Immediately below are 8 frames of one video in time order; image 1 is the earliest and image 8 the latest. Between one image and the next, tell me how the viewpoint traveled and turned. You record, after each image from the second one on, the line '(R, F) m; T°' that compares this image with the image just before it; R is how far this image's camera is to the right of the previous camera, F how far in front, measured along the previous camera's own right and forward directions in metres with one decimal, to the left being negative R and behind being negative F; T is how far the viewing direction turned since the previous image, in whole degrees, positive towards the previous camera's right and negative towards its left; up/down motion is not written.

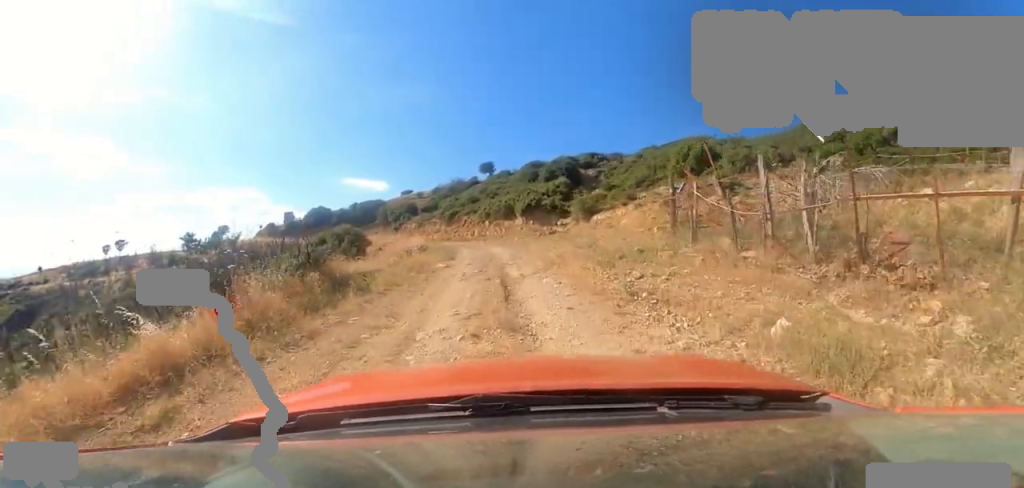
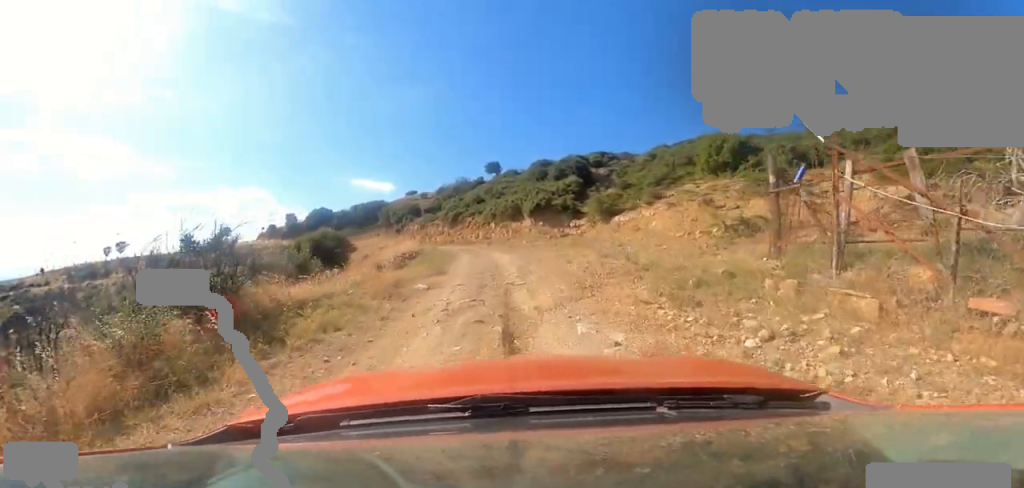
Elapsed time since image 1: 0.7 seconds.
(-0.5, +3.5) m; +6°
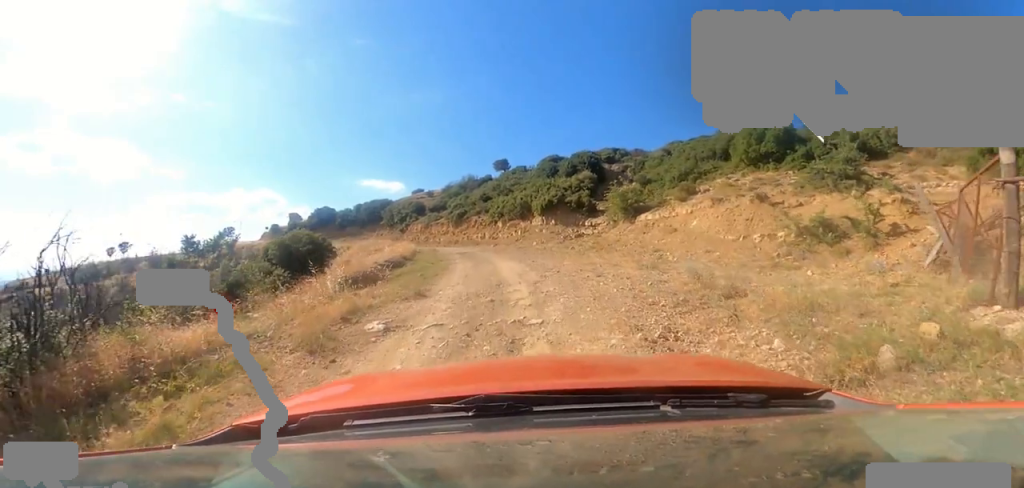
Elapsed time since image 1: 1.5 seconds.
(+1.1, +3.9) m; 0°
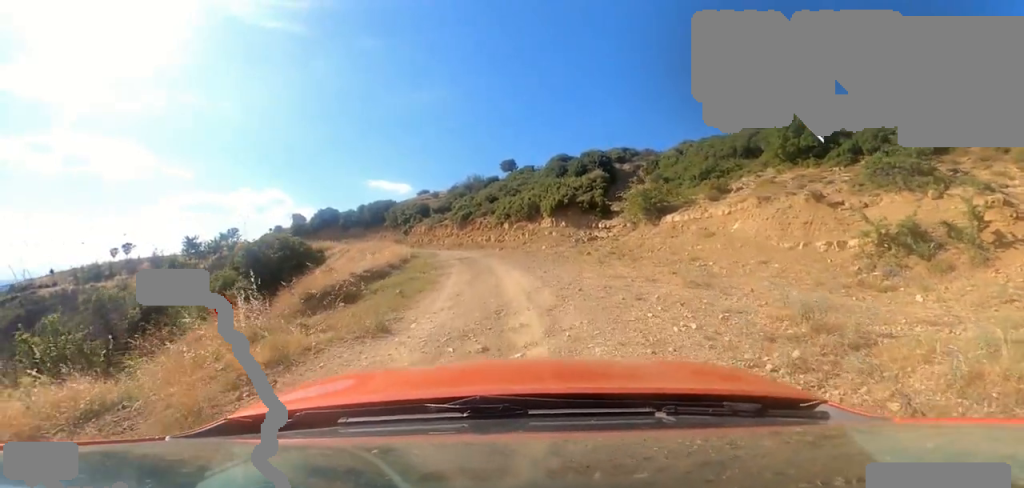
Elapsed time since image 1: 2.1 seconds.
(-0.4, +2.7) m; -10°
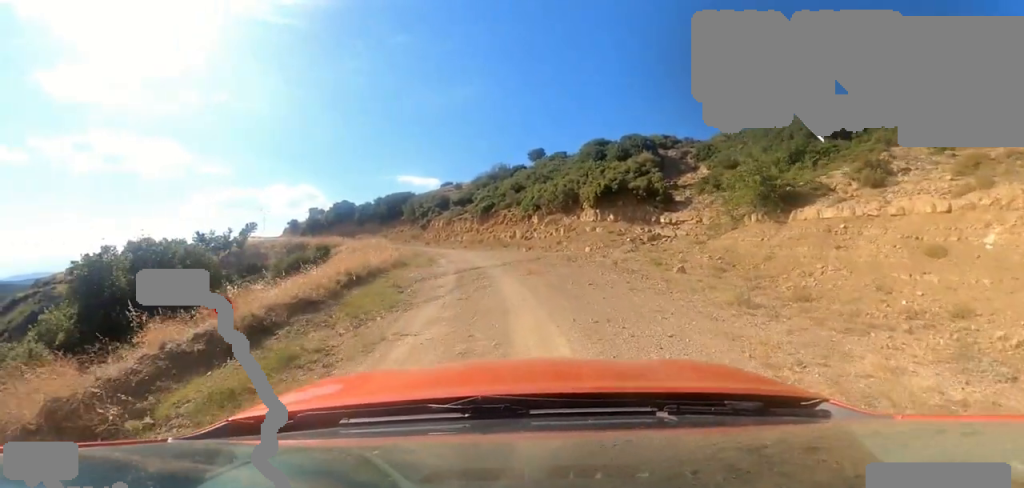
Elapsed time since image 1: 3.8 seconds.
(-1.3, +6.8) m; -12°
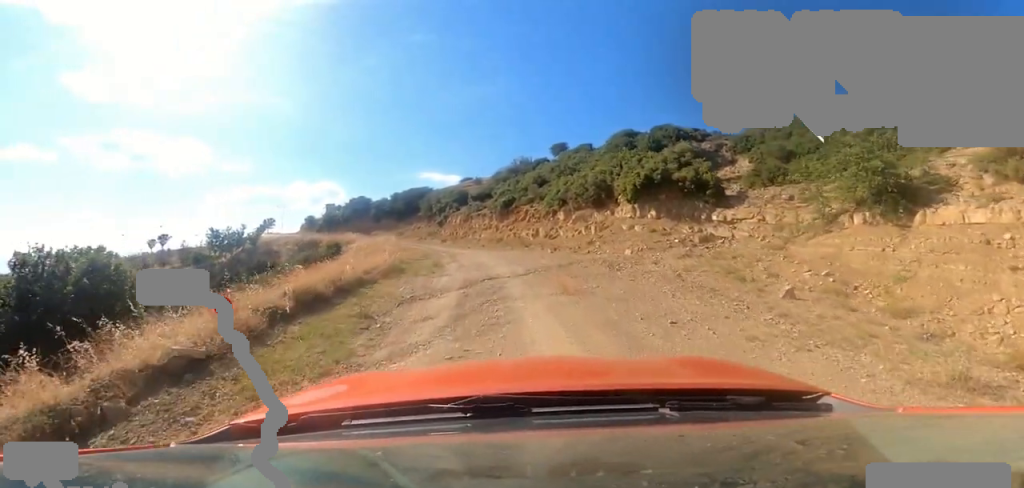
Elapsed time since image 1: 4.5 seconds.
(0.0, +2.9) m; +1°
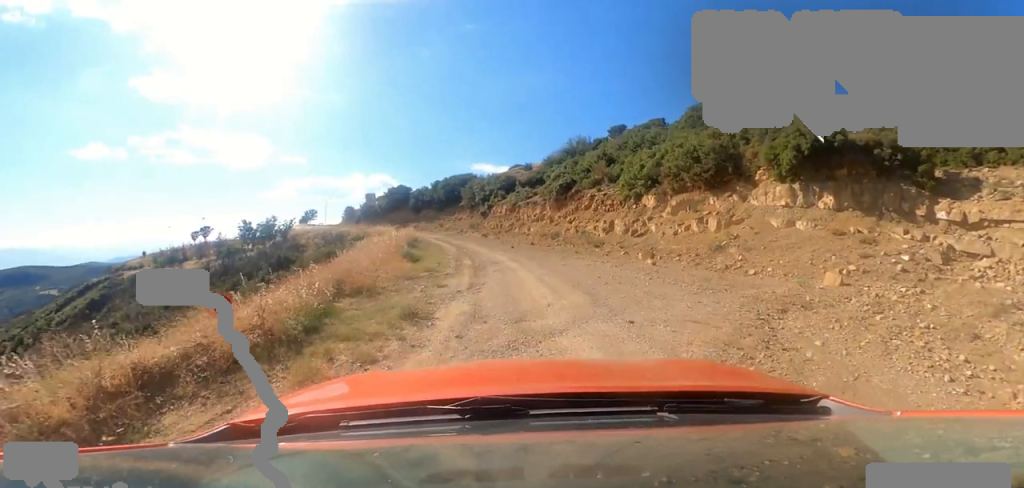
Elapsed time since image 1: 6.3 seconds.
(+0.9, +7.9) m; +8°
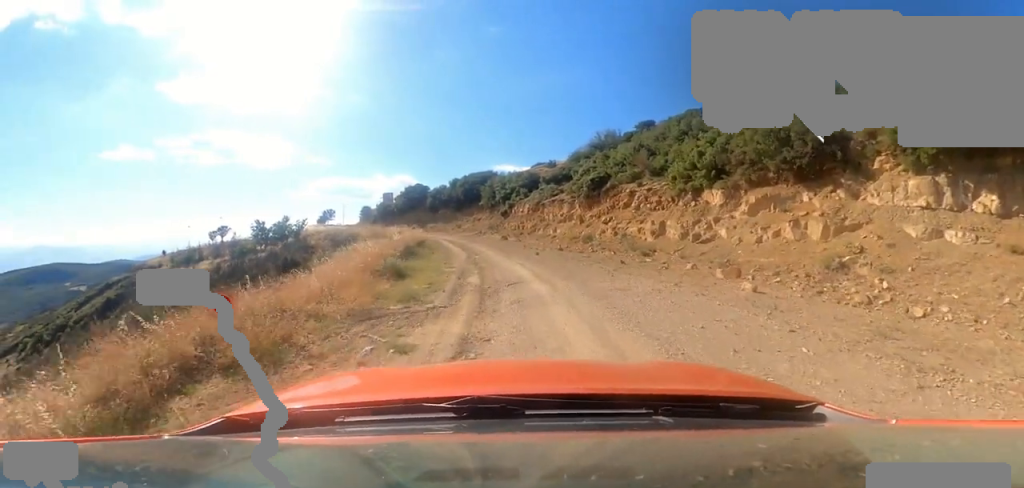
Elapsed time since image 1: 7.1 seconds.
(0.0, +4.0) m; -8°
